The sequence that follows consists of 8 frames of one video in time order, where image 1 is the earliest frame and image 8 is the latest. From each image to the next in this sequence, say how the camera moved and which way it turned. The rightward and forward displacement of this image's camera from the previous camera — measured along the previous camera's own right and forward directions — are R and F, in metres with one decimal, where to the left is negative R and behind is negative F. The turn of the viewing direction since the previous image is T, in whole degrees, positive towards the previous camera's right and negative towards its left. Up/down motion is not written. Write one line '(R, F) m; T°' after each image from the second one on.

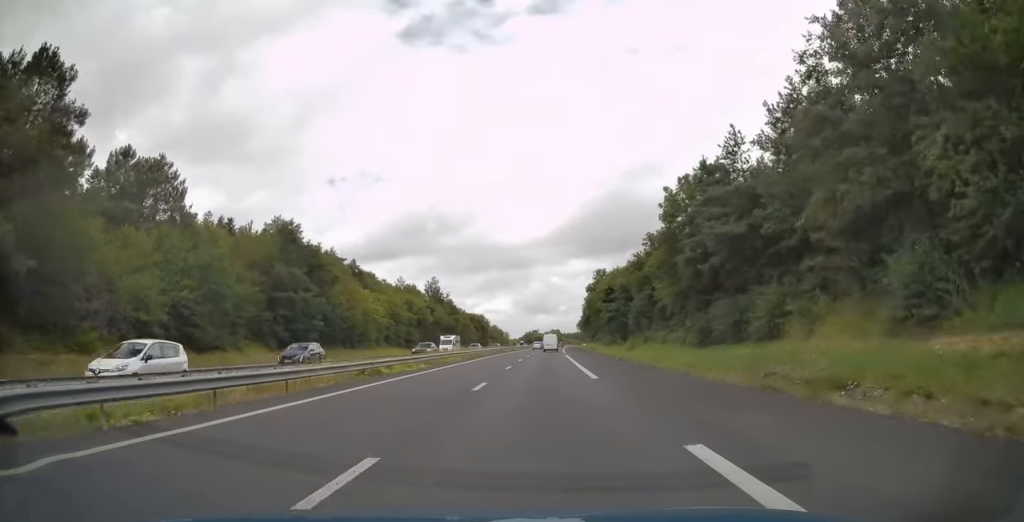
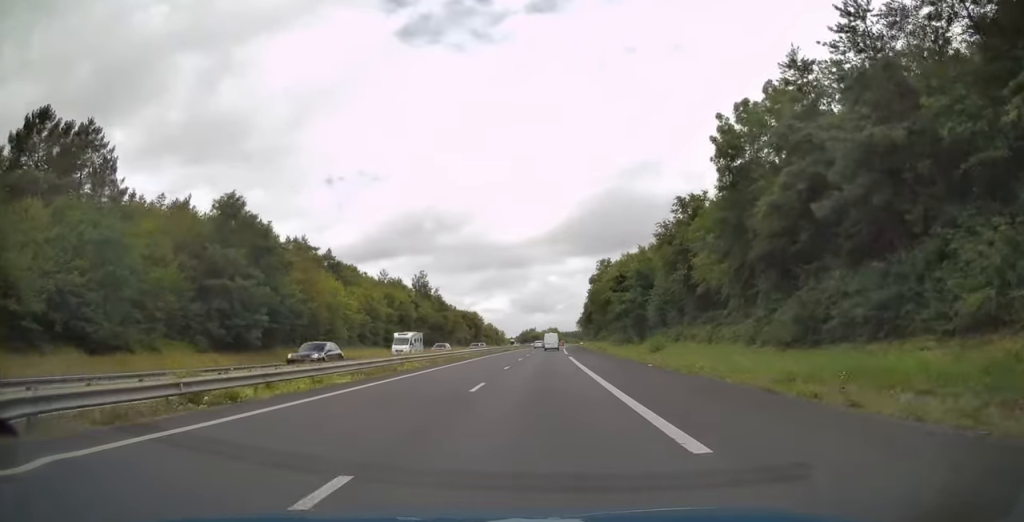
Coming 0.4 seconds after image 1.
(0.0, +14.0) m; 0°
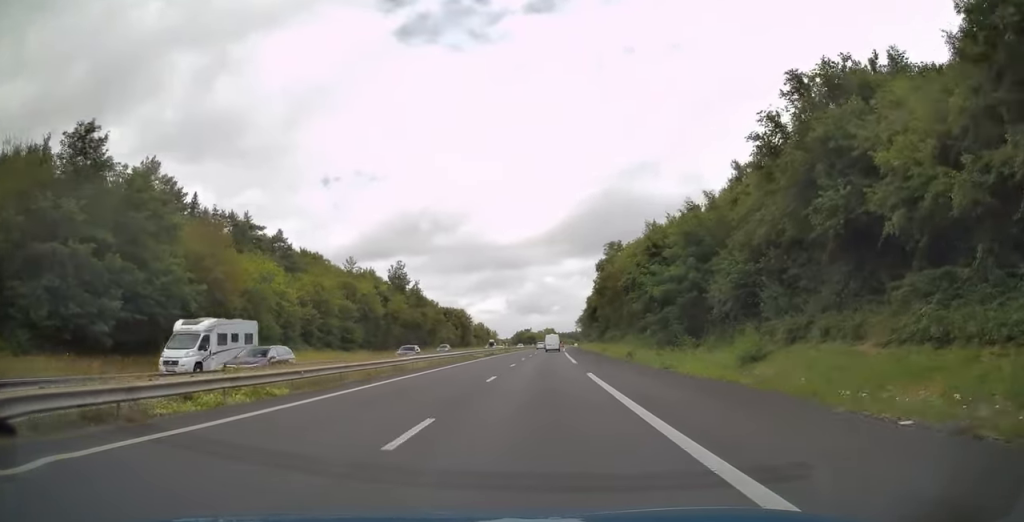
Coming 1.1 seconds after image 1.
(+0.1, +21.5) m; 0°
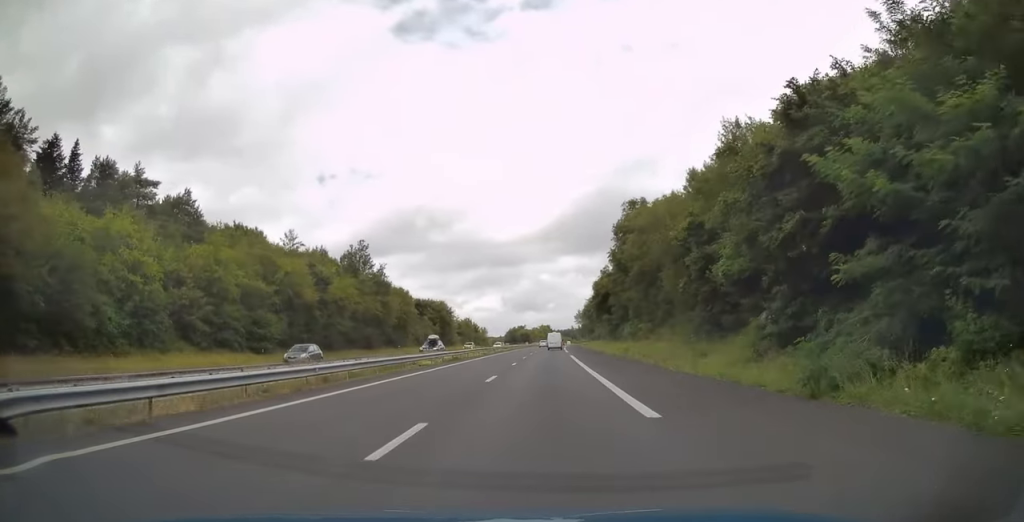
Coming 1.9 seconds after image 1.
(+0.1, +26.8) m; 0°
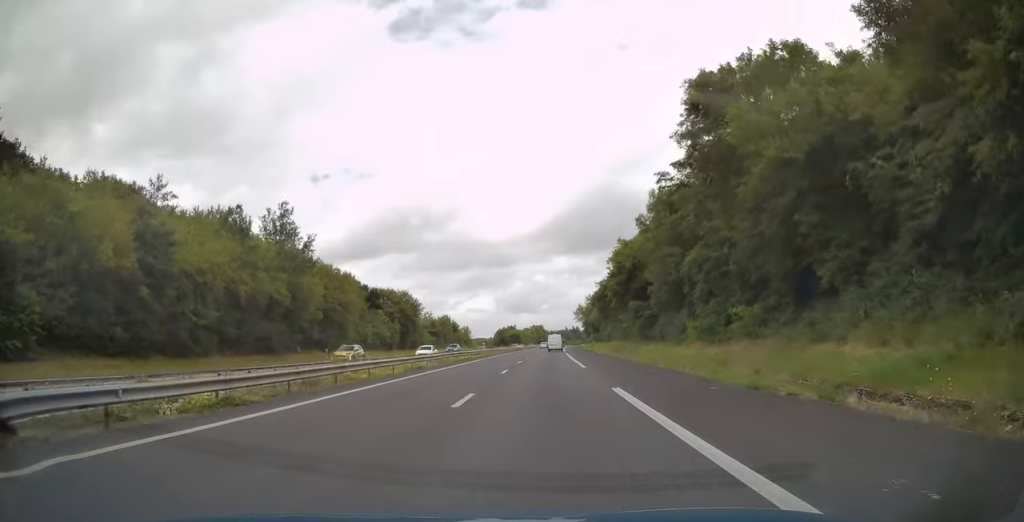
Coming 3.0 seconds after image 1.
(+0.1, +33.4) m; +1°
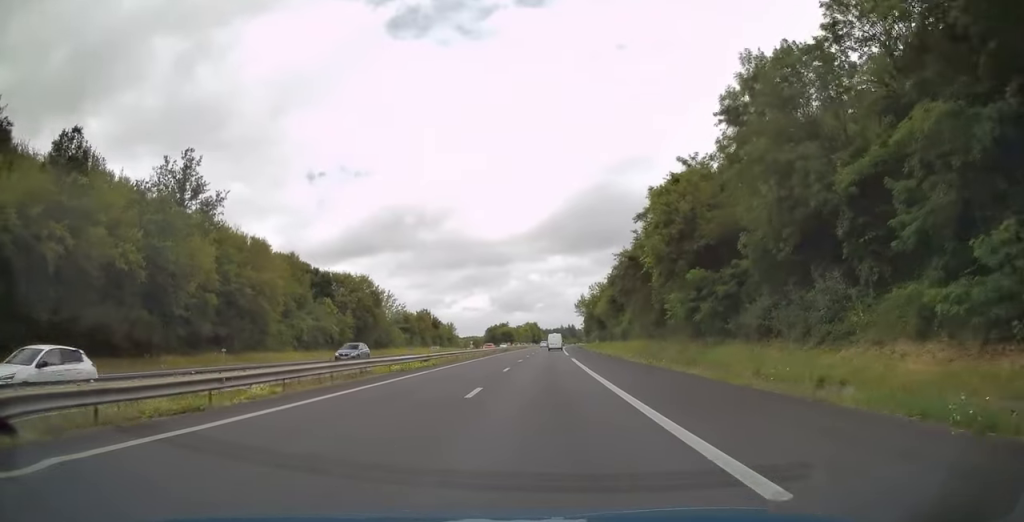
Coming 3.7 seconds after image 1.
(+0.1, +24.3) m; 0°
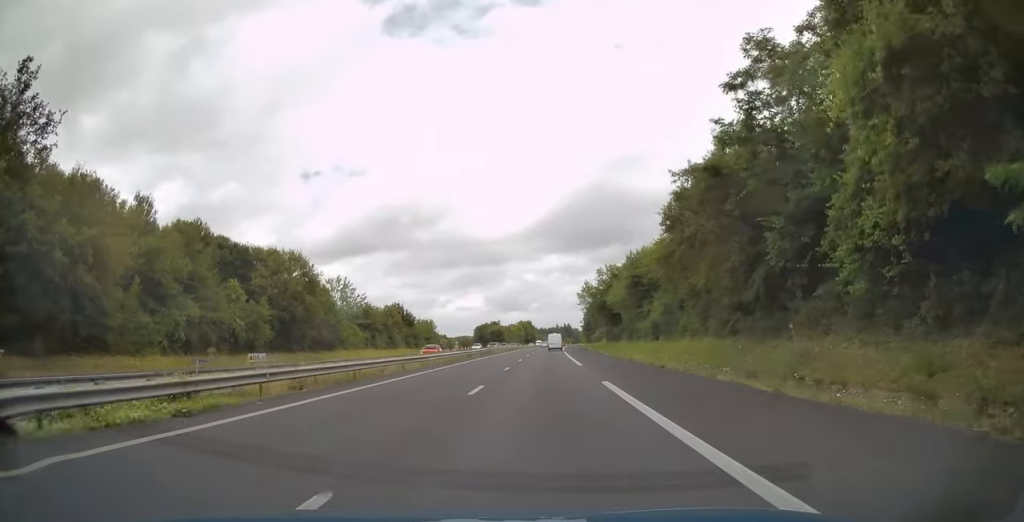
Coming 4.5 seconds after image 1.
(+0.1, +25.3) m; +1°
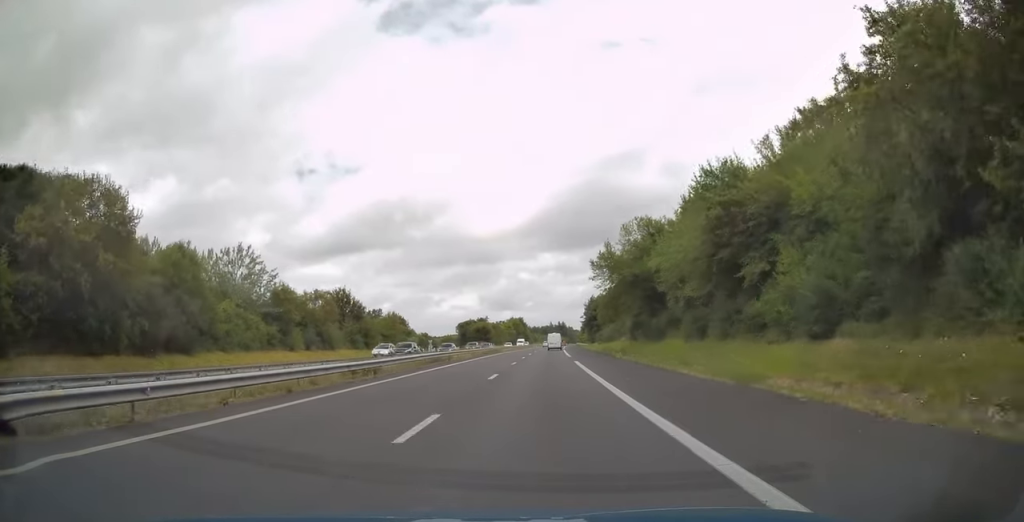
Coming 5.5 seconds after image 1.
(+0.2, +33.5) m; +1°
